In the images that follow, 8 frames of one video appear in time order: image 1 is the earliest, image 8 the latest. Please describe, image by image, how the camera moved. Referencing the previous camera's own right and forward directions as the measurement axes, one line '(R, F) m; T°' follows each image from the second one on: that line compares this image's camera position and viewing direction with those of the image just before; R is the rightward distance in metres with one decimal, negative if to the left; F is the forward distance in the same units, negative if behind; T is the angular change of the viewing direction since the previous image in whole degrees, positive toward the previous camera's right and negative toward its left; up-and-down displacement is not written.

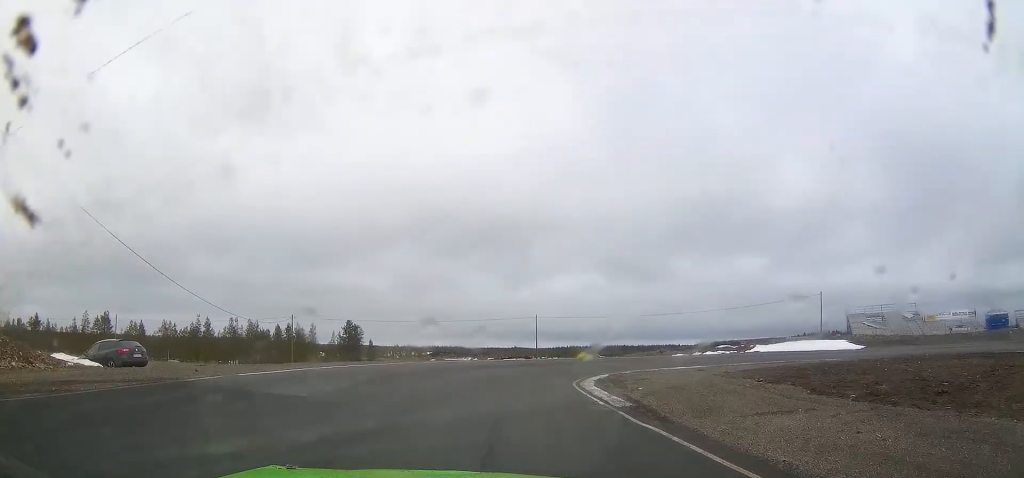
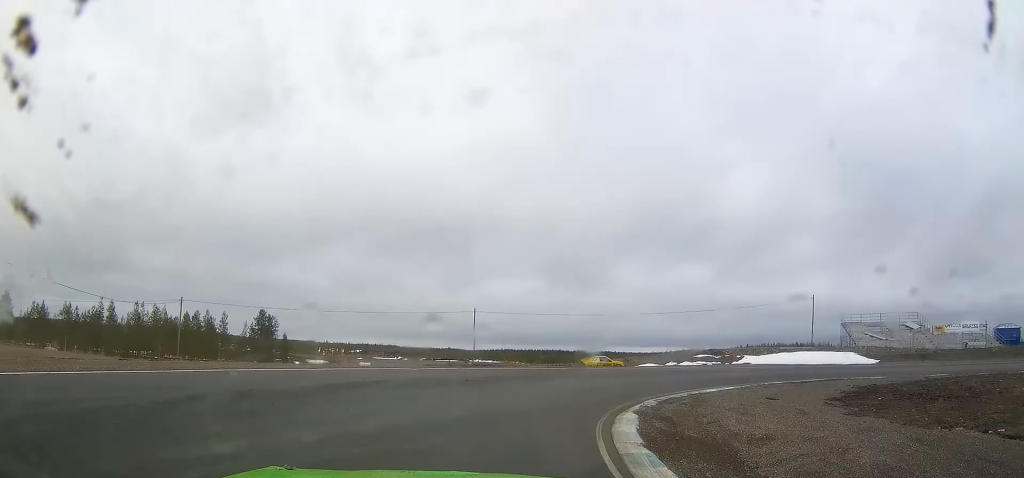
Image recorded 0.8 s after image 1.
(-0.2, +17.1) m; +4°
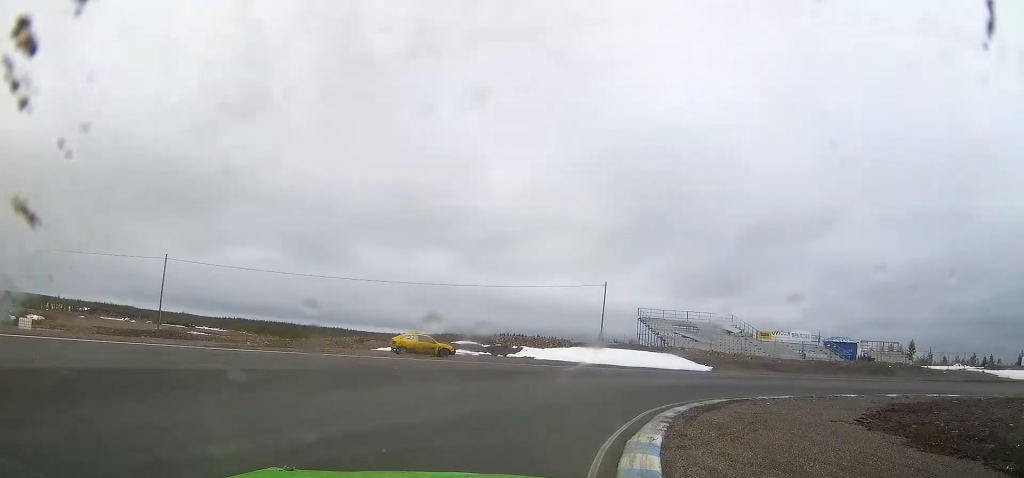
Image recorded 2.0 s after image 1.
(+2.3, +20.0) m; +14°
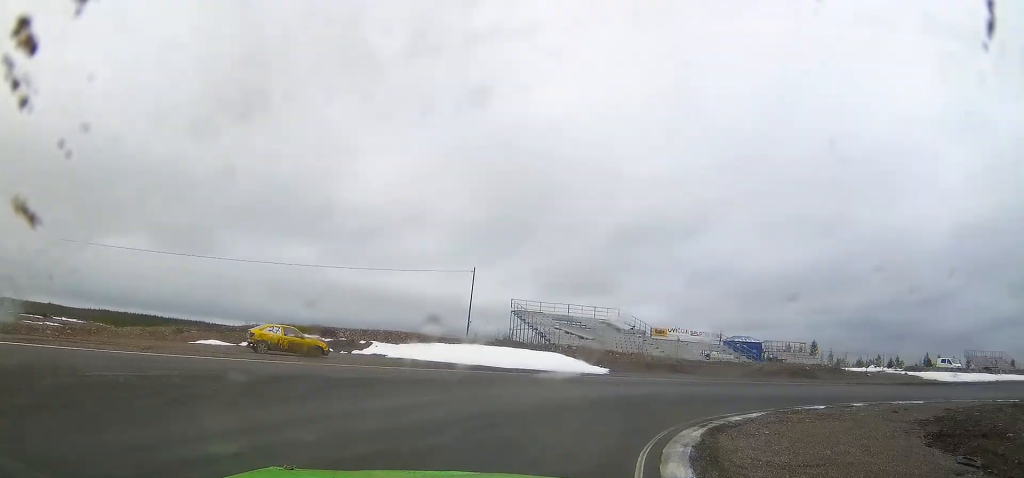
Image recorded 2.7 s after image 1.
(+0.8, +10.2) m; +15°
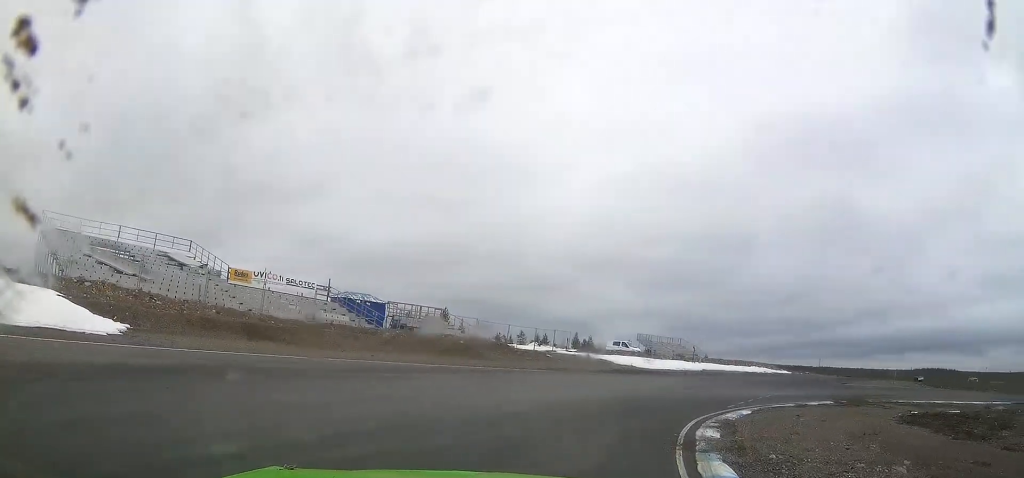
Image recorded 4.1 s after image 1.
(+5.3, +16.2) m; +45°
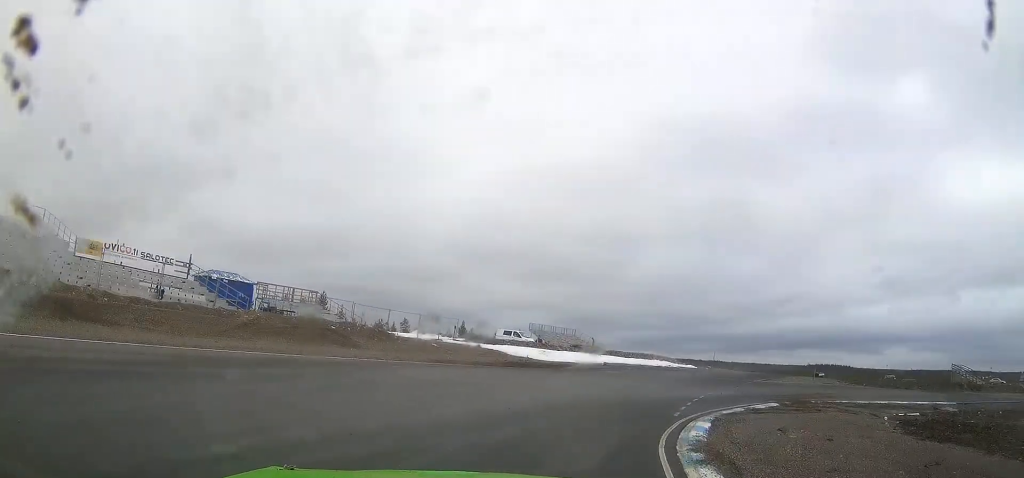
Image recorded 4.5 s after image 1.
(+1.0, +4.6) m; +12°
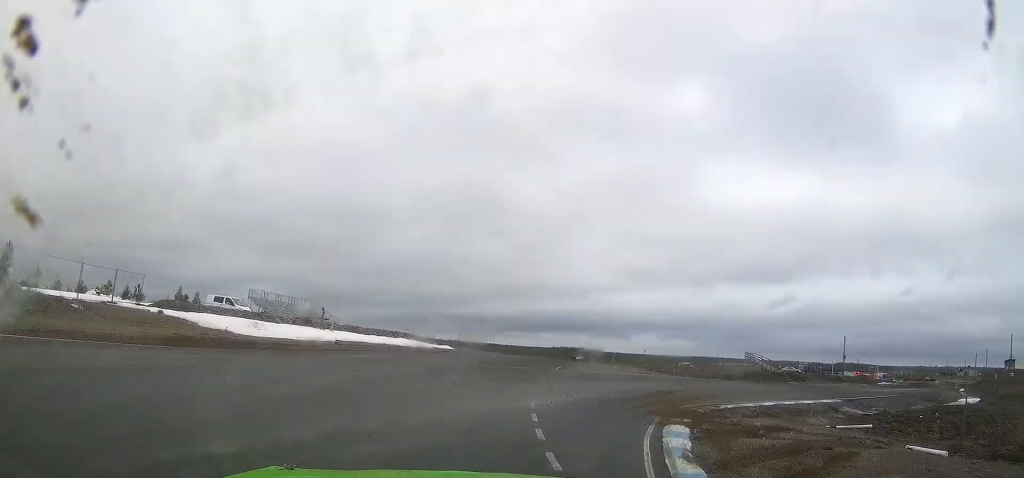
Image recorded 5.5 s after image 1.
(+2.9, +11.1) m; +31°
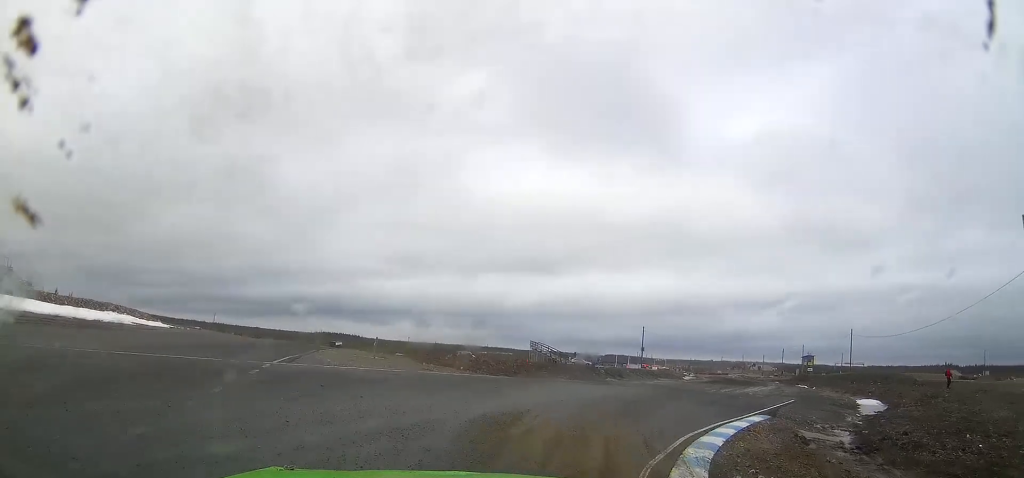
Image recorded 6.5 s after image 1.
(+3.1, +11.5) m; +27°
